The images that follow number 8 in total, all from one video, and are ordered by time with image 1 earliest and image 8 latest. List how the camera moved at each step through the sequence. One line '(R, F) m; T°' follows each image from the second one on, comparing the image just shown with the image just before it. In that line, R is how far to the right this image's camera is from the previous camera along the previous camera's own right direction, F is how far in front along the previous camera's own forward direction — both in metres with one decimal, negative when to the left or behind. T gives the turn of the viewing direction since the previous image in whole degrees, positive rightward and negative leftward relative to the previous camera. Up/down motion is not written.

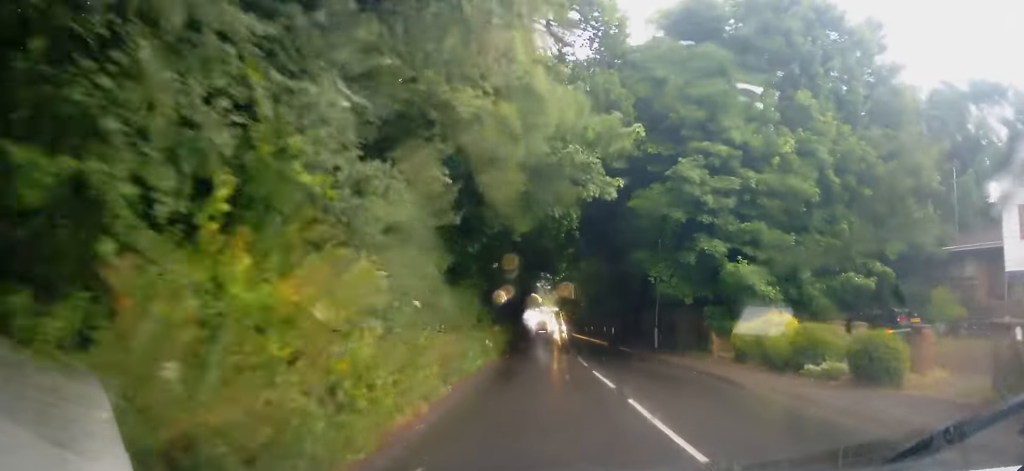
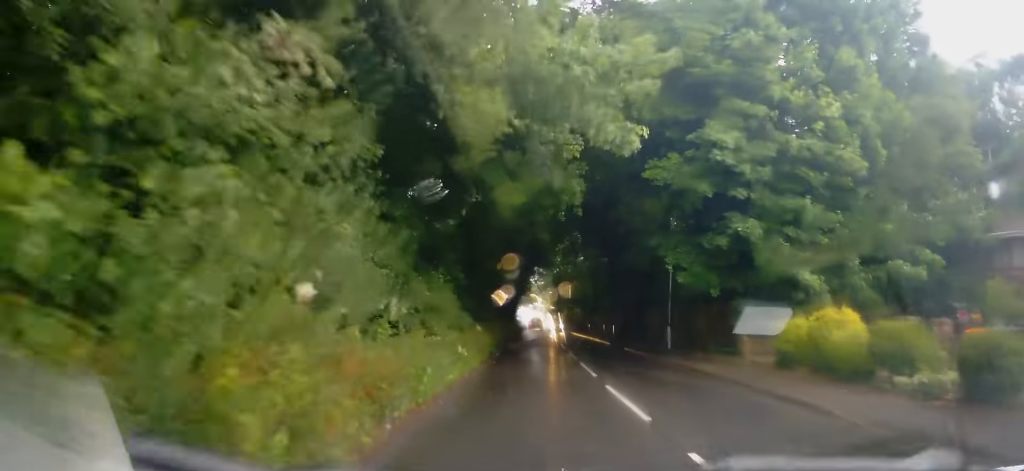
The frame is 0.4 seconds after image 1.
(-0.1, +3.7) m; +1°
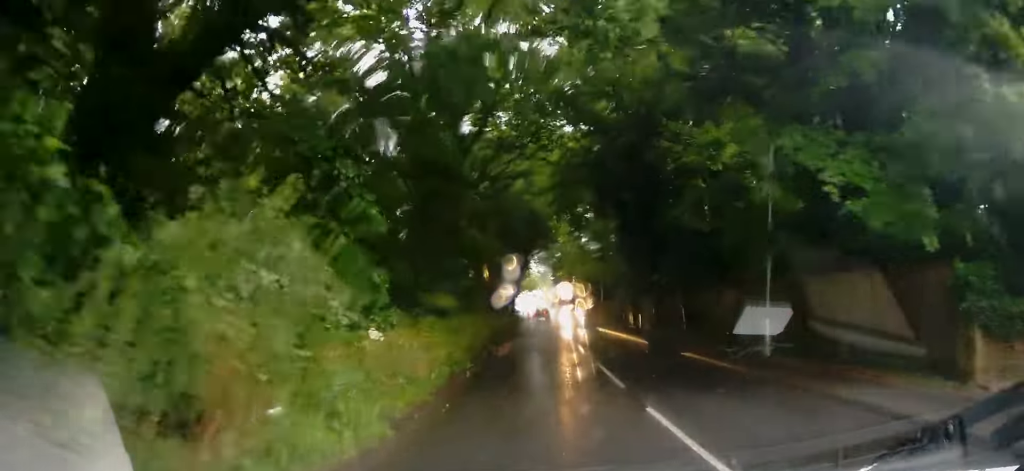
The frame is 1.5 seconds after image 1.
(+0.4, +10.2) m; 0°
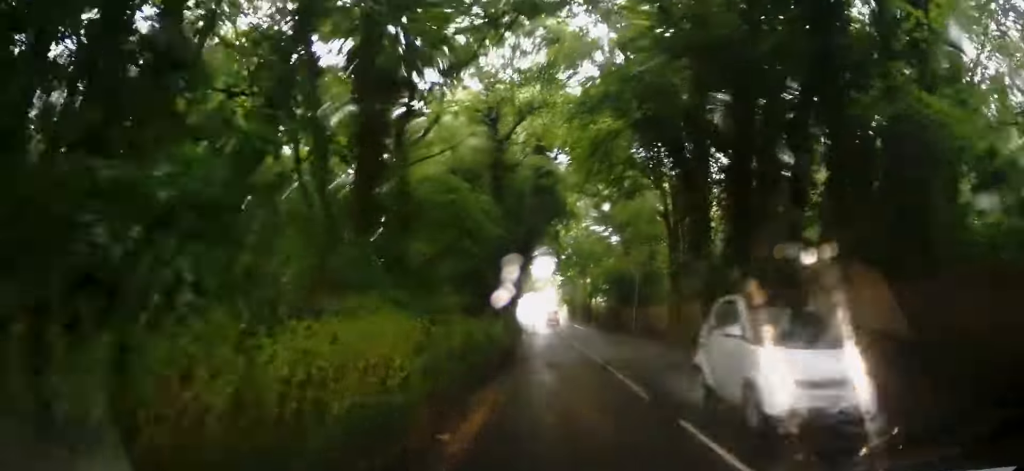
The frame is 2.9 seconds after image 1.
(-0.6, +13.4) m; -3°
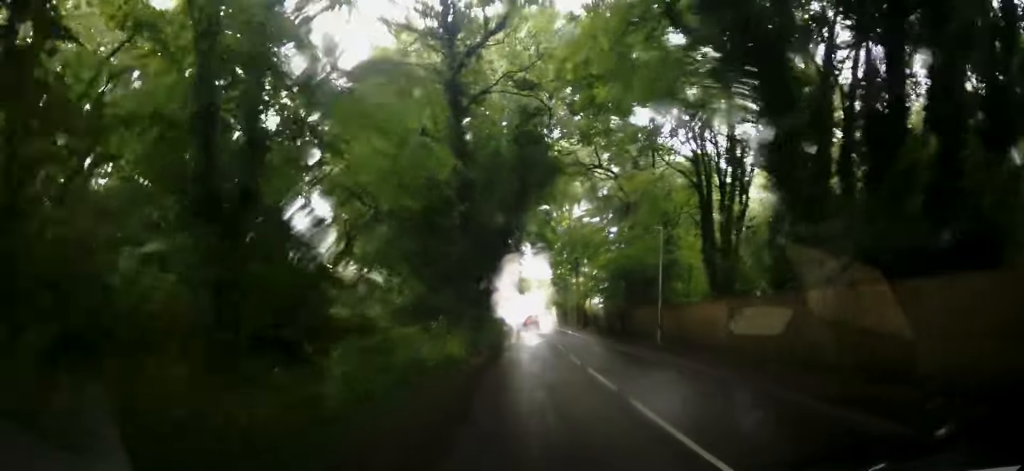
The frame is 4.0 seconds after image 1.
(+0.1, +10.2) m; +1°
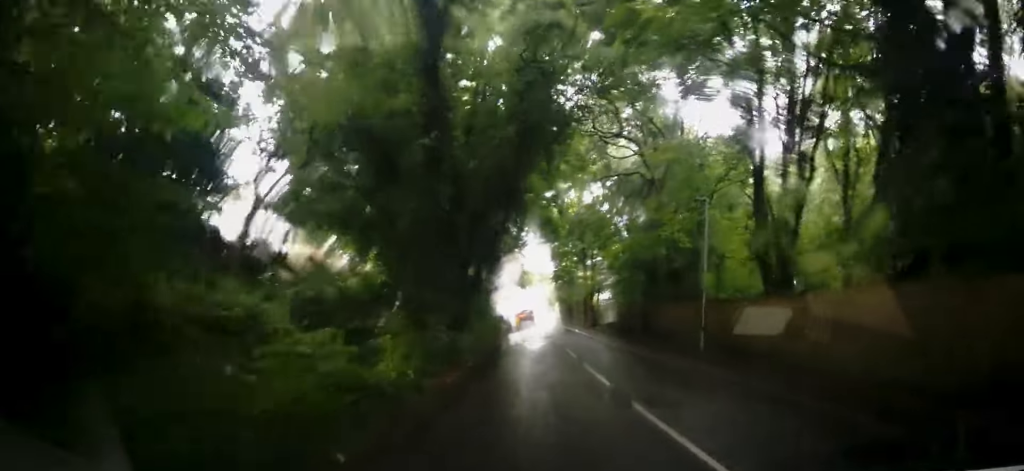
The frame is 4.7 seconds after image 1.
(+0.1, +6.0) m; +1°
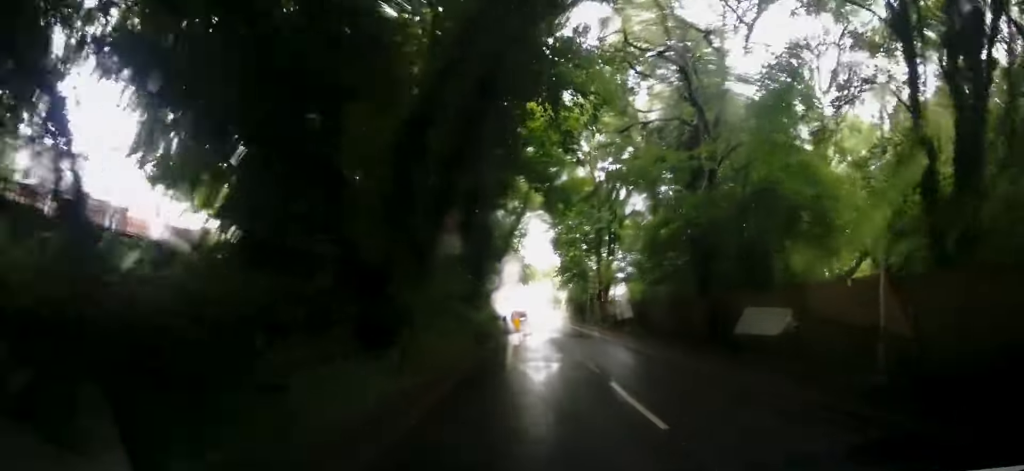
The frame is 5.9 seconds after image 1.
(0.0, +10.0) m; +1°
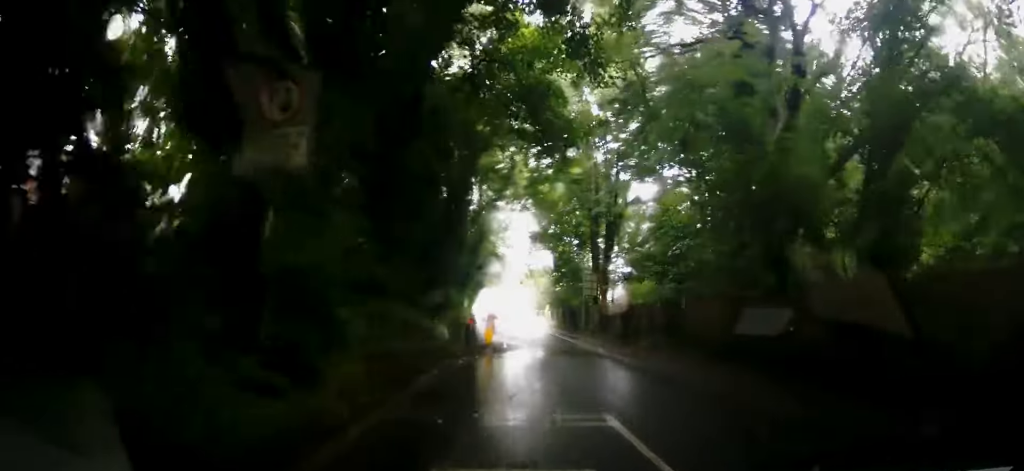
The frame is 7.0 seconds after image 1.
(+0.2, +9.0) m; +4°
